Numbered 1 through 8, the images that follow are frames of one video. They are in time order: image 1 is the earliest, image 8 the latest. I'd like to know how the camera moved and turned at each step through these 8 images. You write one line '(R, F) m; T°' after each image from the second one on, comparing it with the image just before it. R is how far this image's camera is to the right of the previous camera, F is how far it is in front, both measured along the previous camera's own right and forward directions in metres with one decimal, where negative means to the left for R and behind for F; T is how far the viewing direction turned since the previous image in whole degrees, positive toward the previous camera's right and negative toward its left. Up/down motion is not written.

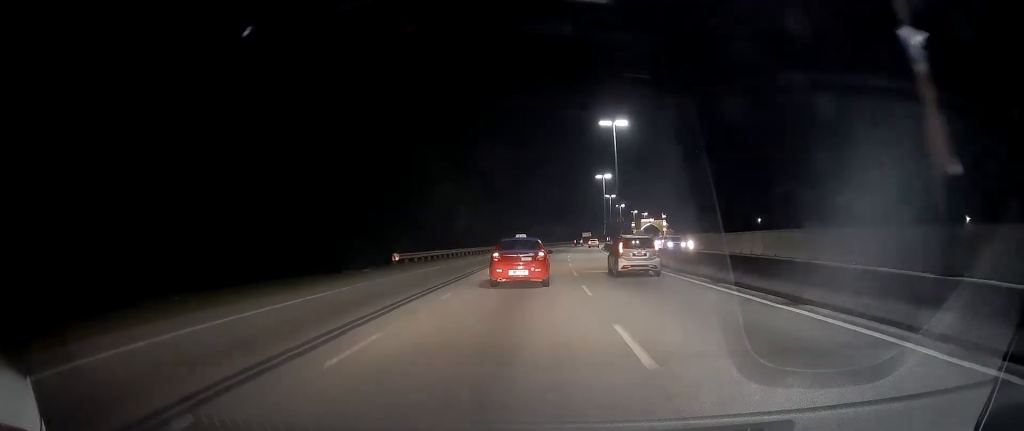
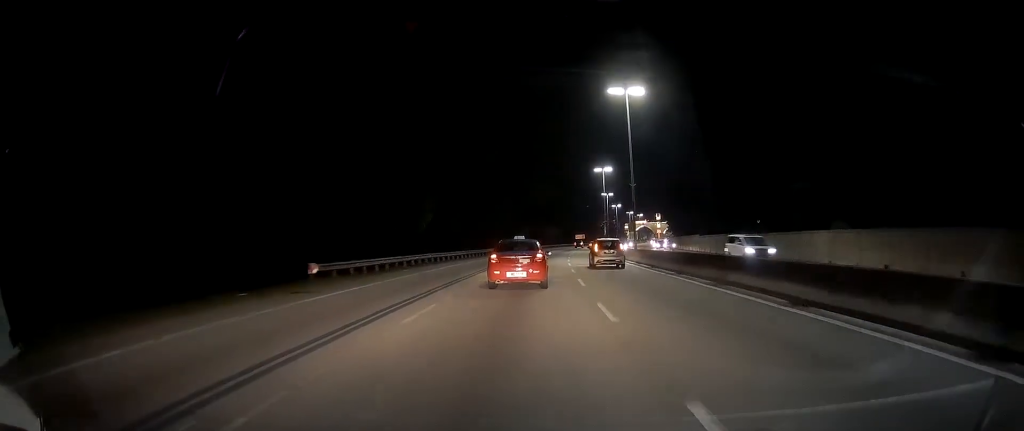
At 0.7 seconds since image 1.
(0.0, +12.5) m; 0°
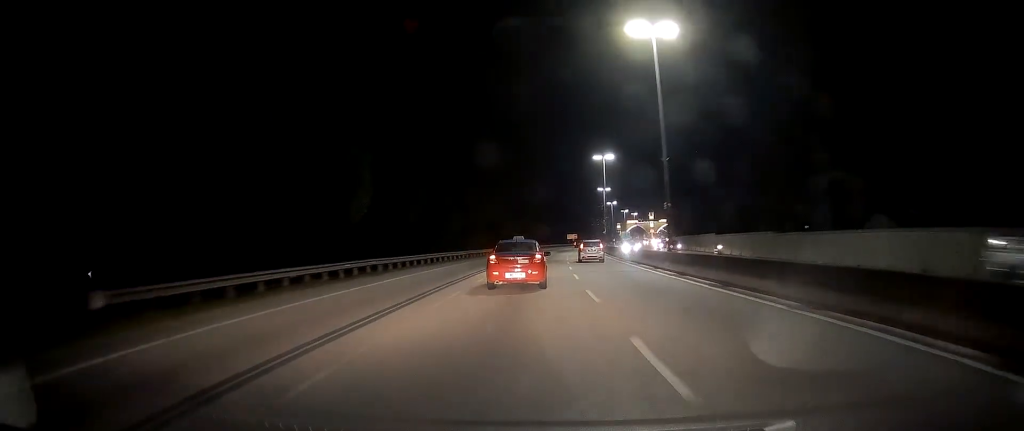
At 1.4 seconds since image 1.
(+0.1, +13.1) m; 0°
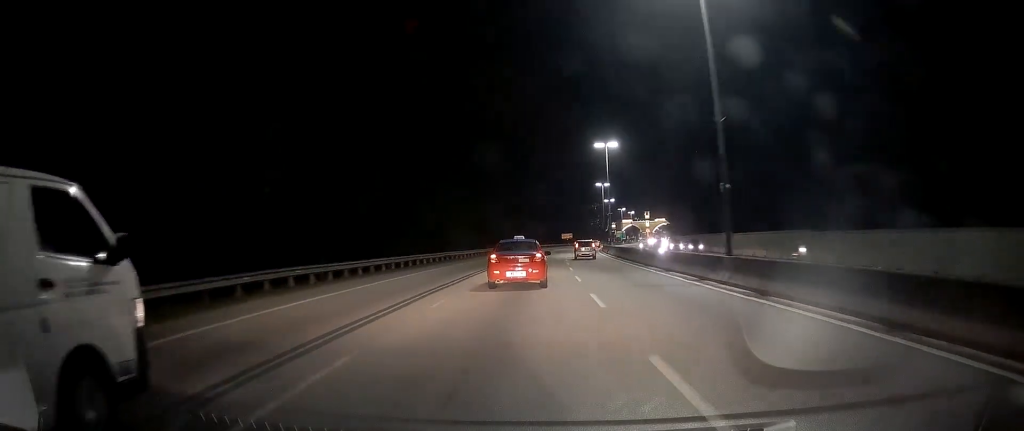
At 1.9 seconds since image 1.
(0.0, +9.3) m; +1°
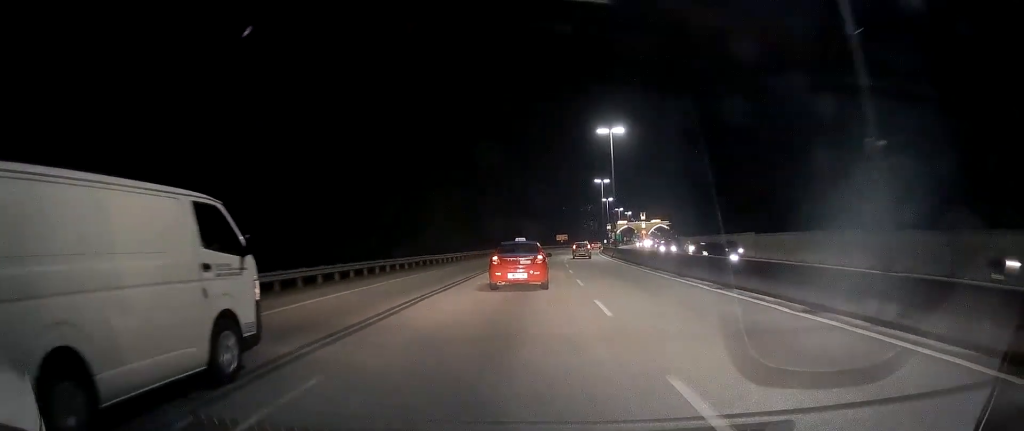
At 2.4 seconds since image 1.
(-0.1, +9.3) m; +1°
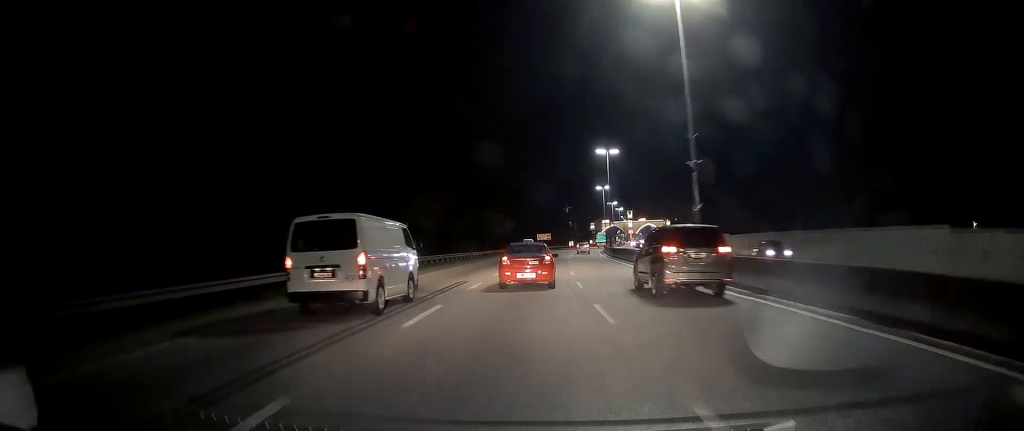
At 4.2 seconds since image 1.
(+1.5, +33.3) m; +3°
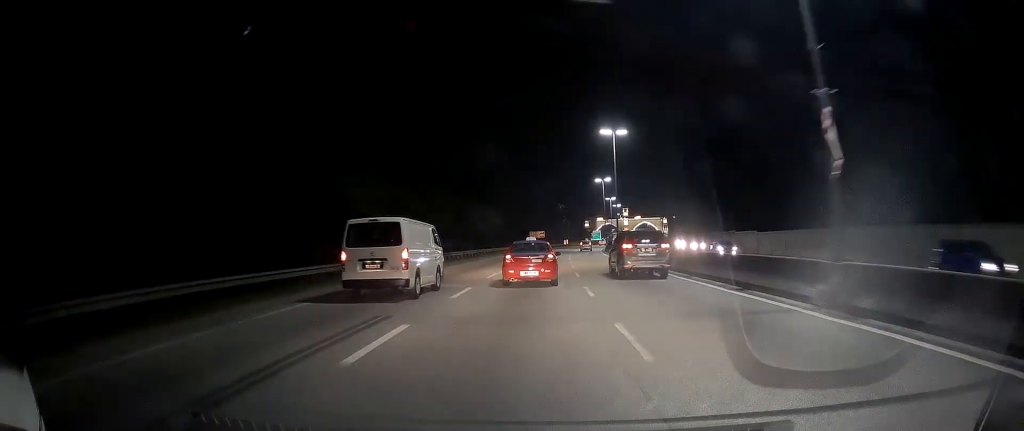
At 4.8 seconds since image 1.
(0.0, +11.2) m; 0°
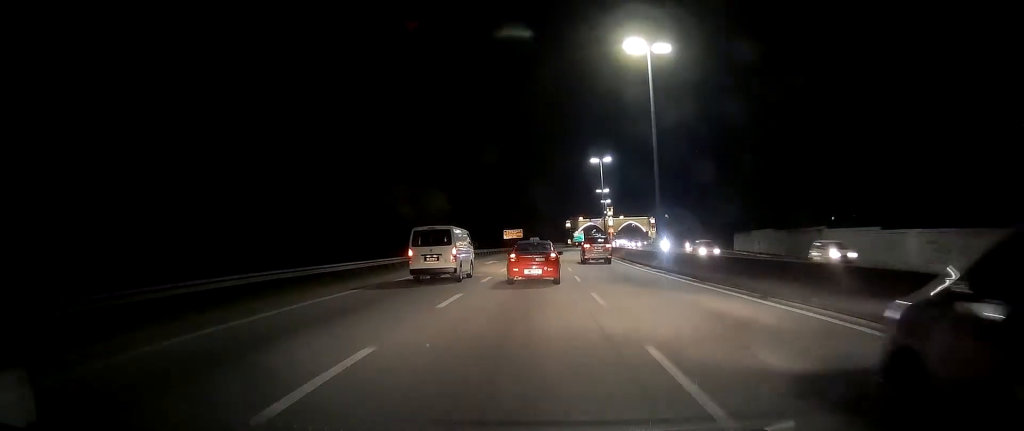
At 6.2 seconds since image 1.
(+0.1, +26.3) m; +2°
